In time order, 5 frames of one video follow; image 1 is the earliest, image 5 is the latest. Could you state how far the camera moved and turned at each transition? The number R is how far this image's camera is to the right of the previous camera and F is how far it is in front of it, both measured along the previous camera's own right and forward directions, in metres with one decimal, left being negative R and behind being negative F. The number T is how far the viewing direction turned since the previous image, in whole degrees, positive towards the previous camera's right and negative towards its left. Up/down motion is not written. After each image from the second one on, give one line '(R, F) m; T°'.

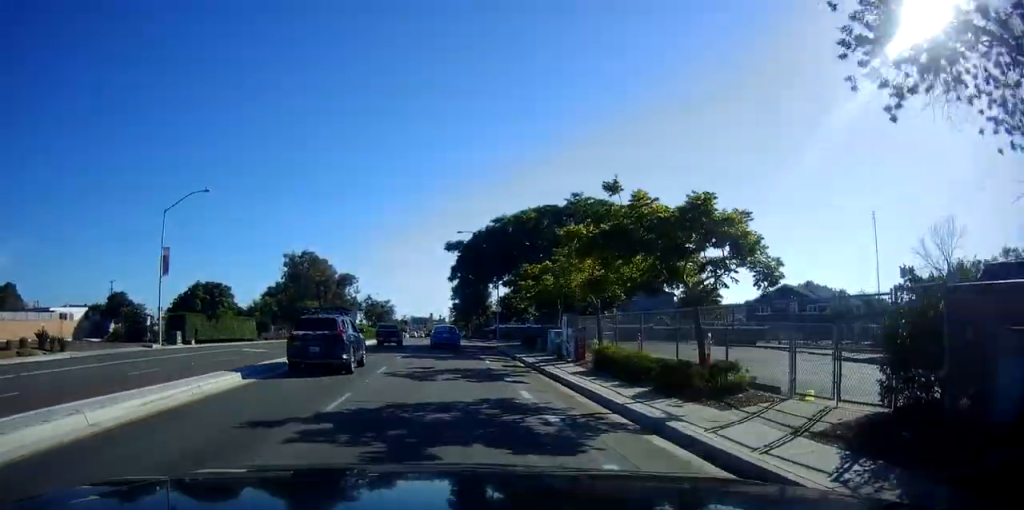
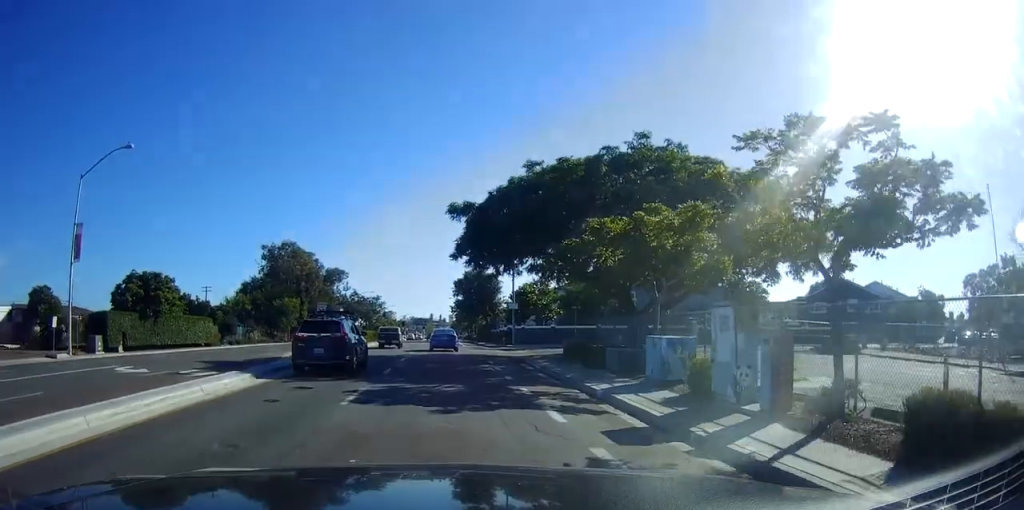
(-0.1, +12.0) m; -2°
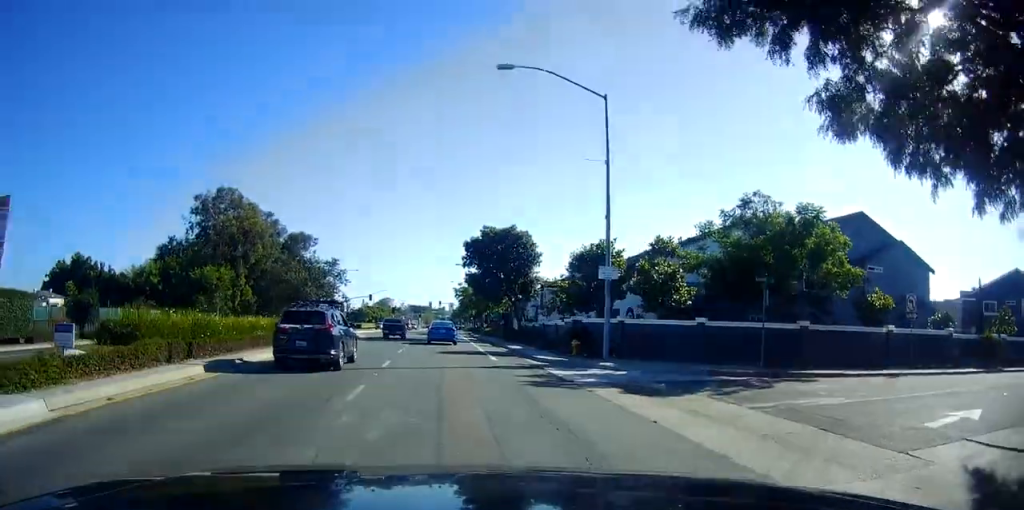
(-1.2, +26.1) m; -1°
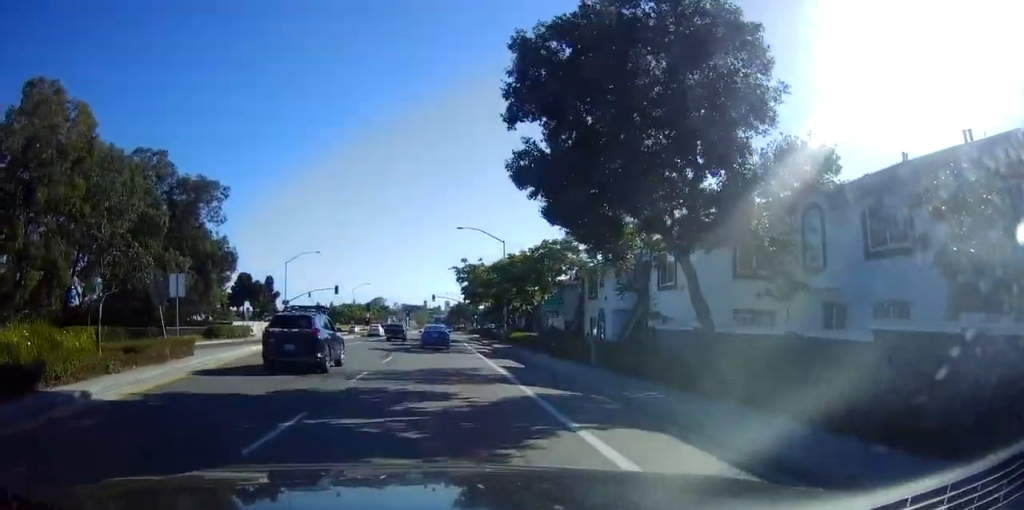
(+0.8, +35.3) m; 0°
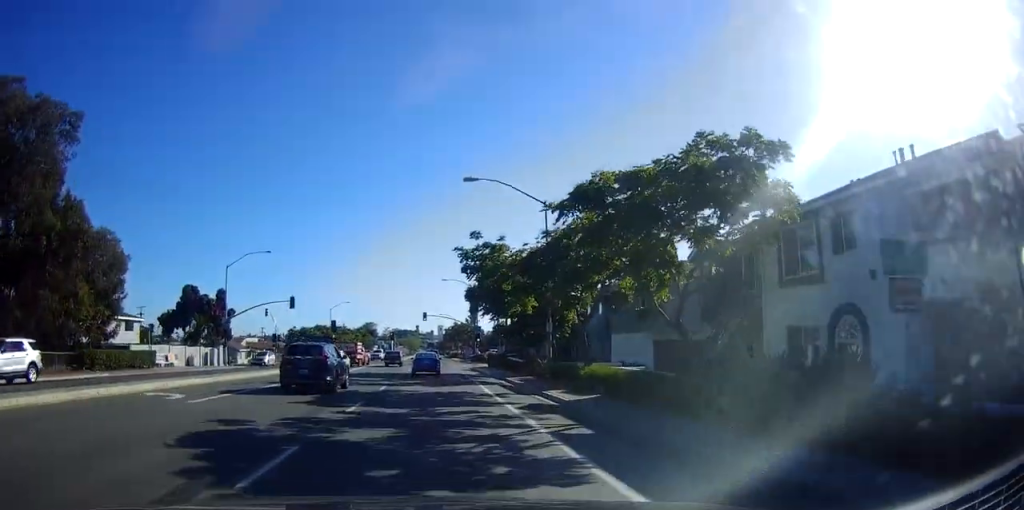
(+0.5, +24.8) m; +1°
